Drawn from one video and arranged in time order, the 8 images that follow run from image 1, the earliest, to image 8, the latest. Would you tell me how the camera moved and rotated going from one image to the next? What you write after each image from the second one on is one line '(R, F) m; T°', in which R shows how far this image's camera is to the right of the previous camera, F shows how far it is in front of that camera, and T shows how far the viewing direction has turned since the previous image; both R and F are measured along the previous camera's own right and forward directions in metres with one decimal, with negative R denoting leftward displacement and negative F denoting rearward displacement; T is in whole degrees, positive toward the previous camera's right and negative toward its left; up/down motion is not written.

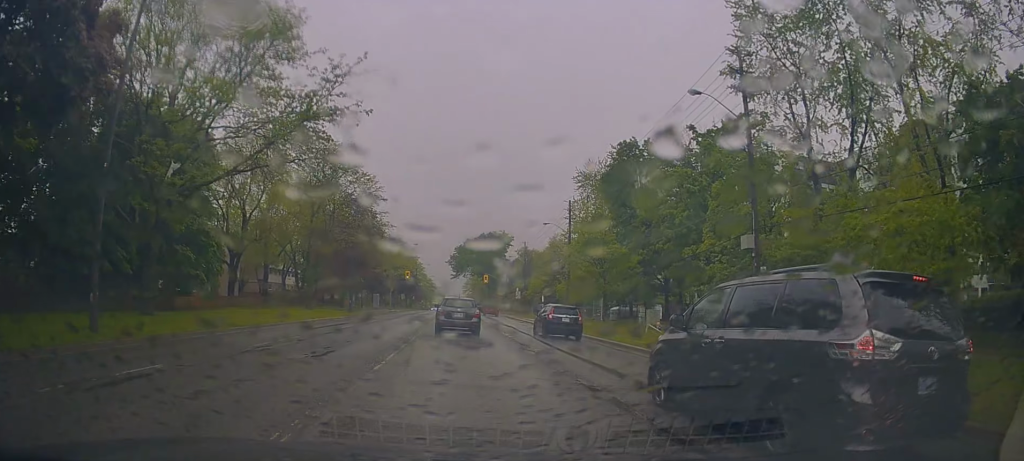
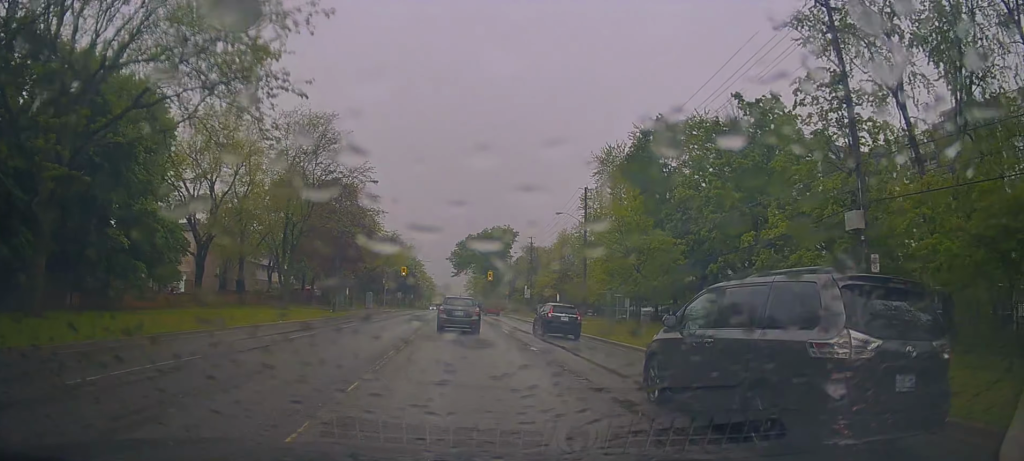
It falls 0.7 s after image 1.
(+0.3, +7.9) m; +3°
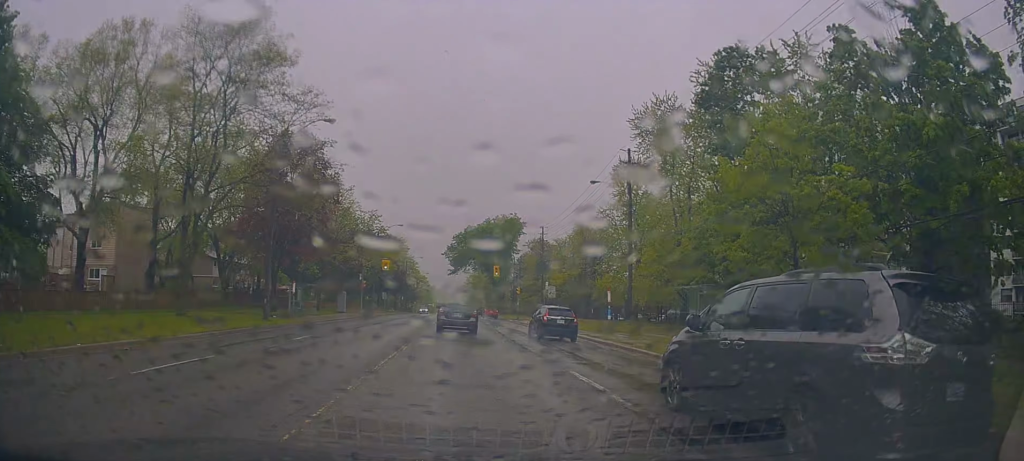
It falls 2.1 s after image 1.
(+0.7, +17.1) m; +3°
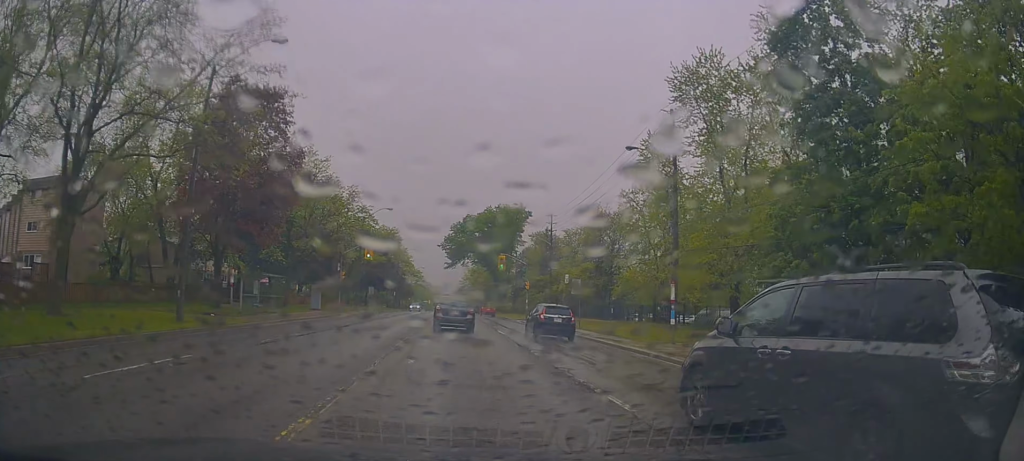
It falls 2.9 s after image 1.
(0.0, +10.1) m; -2°
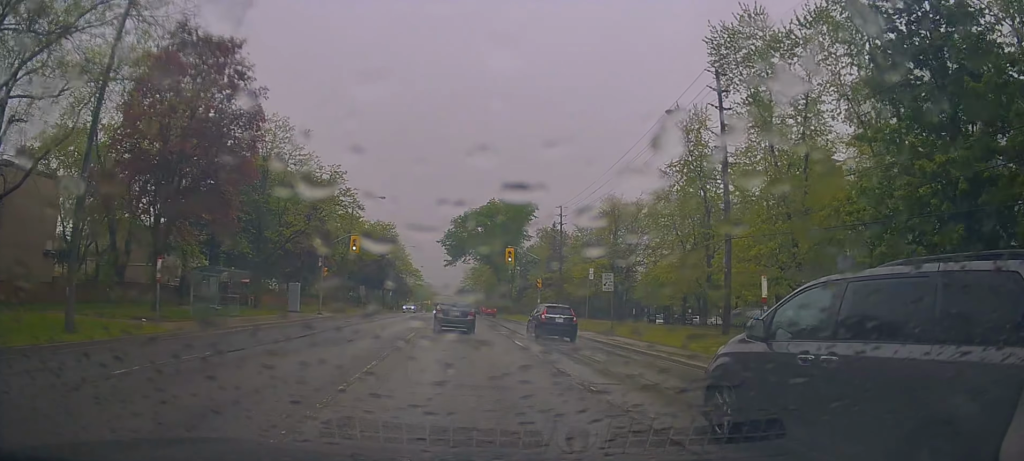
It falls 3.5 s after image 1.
(-0.2, +7.5) m; -2°
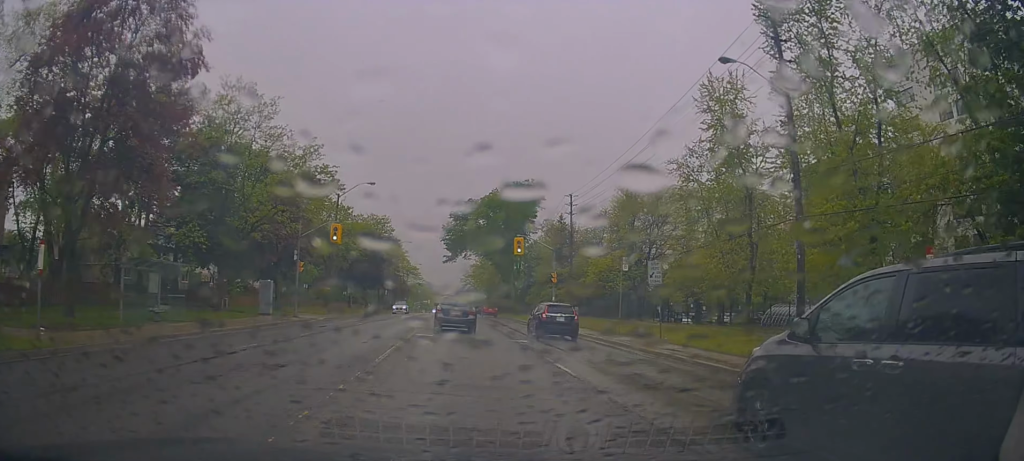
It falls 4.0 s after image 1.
(-0.1, +6.9) m; -1°
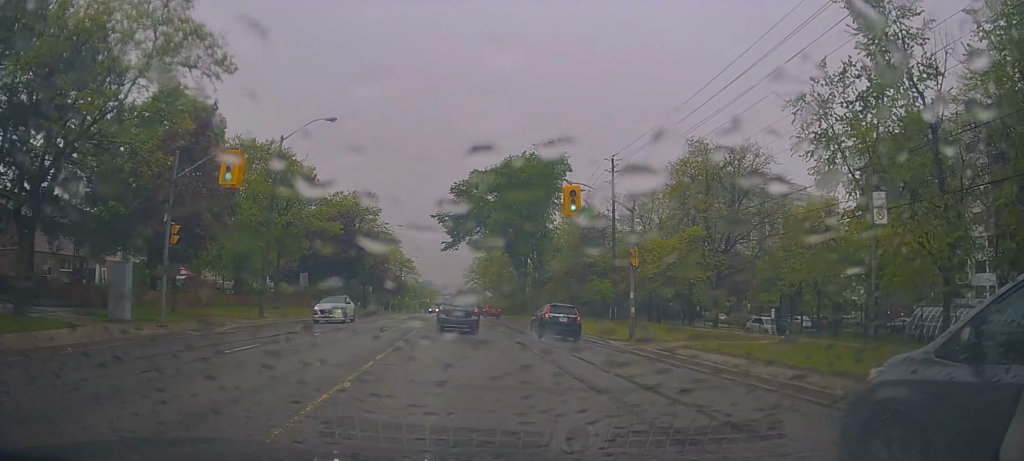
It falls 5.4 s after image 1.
(-0.2, +17.5) m; +1°
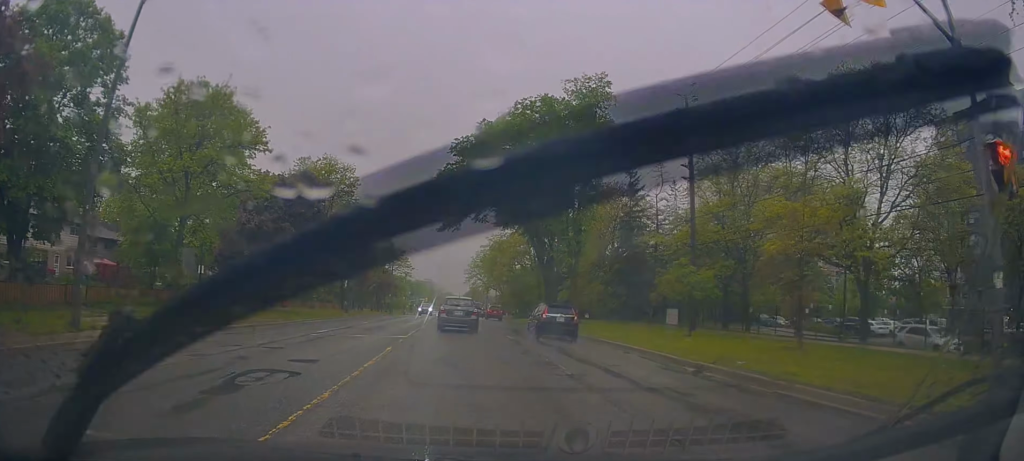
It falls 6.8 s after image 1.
(+0.7, +17.5) m; +4°
